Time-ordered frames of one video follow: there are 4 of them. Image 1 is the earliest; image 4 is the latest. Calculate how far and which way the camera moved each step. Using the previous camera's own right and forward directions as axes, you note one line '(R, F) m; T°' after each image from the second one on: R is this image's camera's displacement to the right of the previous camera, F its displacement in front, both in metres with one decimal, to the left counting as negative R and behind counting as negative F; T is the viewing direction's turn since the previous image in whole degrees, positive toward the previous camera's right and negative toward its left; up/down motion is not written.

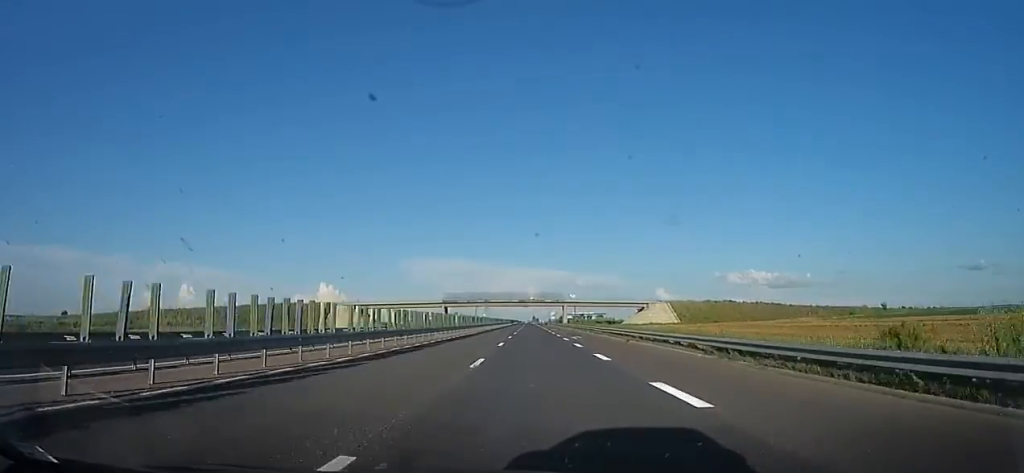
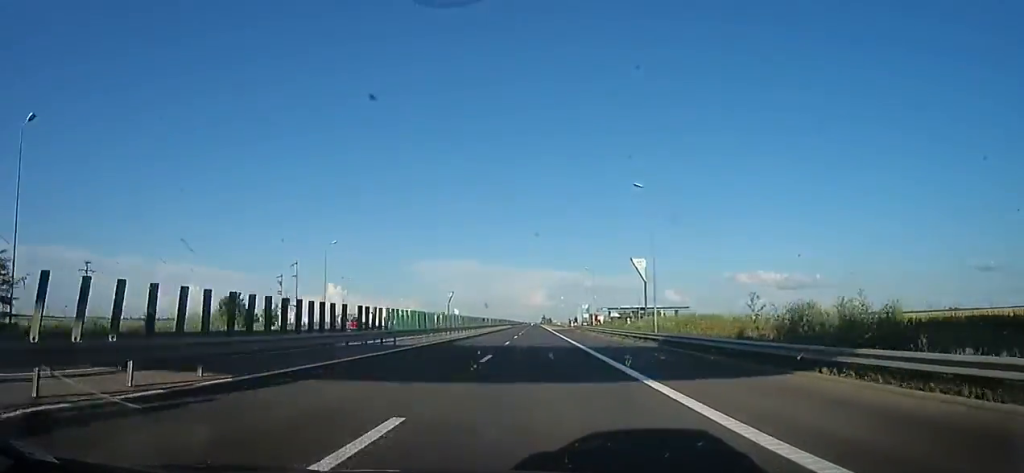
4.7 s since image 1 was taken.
(-2.8, +166.2) m; 0°
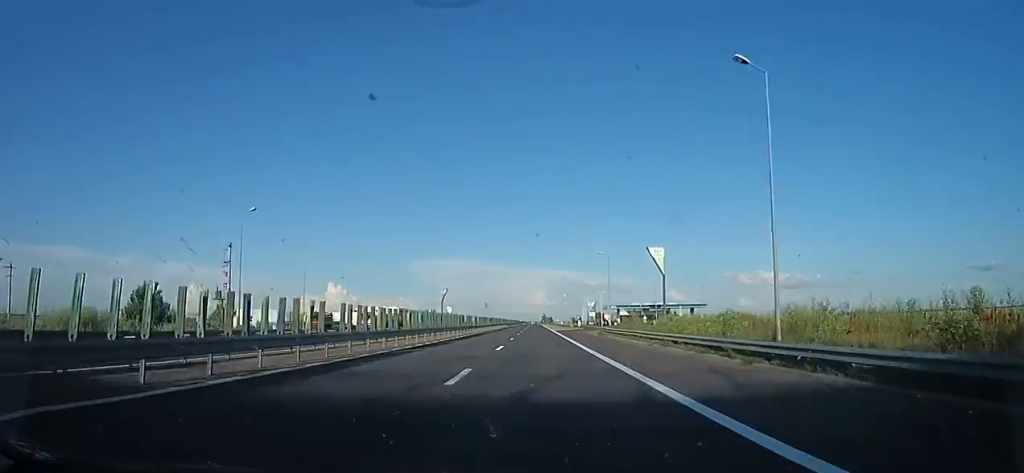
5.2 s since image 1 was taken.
(+0.5, +17.6) m; 0°
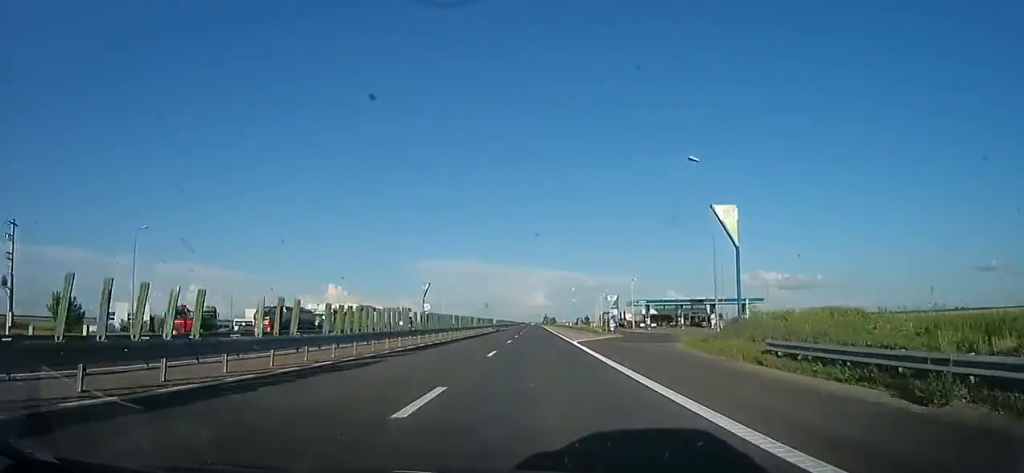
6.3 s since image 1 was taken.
(-1.4, +39.1) m; -2°
